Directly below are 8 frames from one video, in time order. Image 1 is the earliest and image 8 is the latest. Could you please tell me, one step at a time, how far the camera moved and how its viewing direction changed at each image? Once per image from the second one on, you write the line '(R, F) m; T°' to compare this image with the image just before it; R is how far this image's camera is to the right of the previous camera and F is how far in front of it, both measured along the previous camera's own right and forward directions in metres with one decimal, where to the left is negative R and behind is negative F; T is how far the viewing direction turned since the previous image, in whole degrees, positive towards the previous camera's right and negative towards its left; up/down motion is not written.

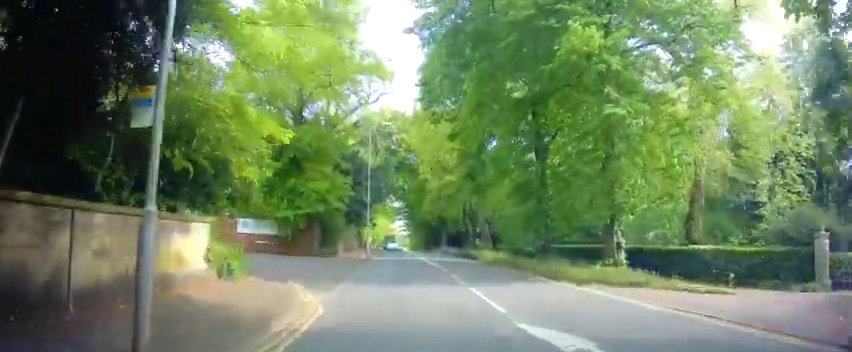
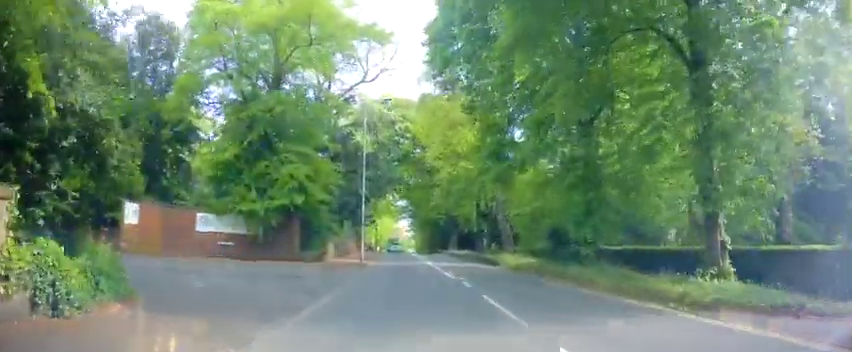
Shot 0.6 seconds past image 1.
(0.0, +6.9) m; 0°
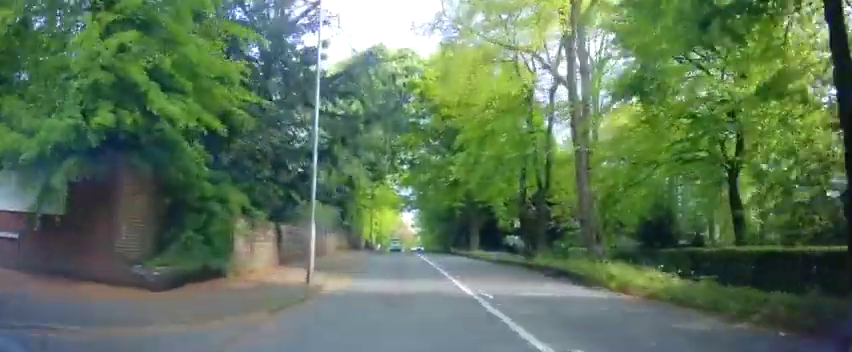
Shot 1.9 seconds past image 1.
(-0.2, +15.4) m; -2°
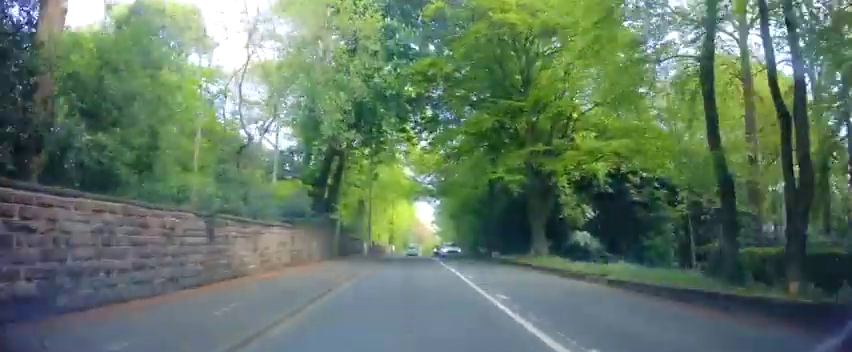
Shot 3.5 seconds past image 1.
(-0.4, +18.1) m; -2°
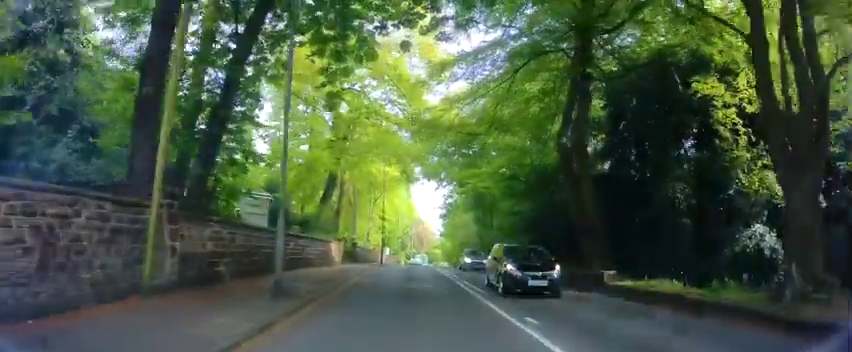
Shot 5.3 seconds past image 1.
(0.0, +20.9) m; +1°
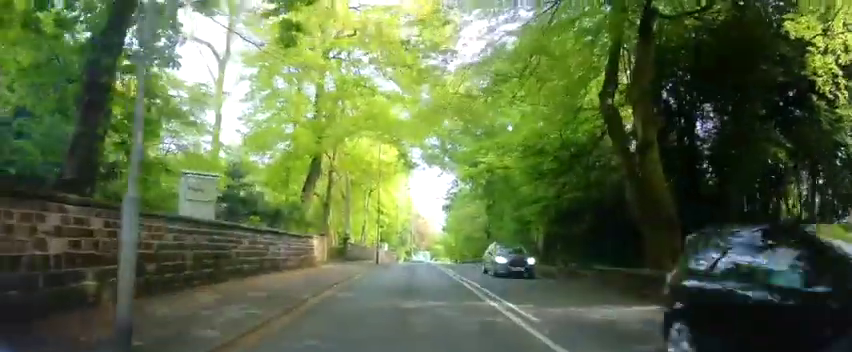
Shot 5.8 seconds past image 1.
(+0.1, +5.6) m; 0°
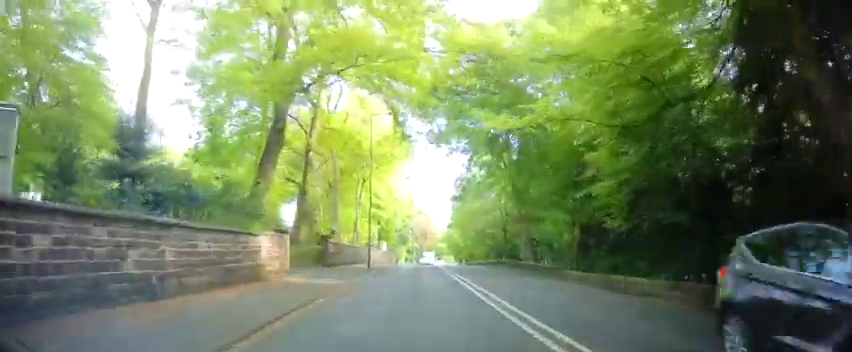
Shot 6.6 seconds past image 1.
(+0.1, +8.9) m; -1°
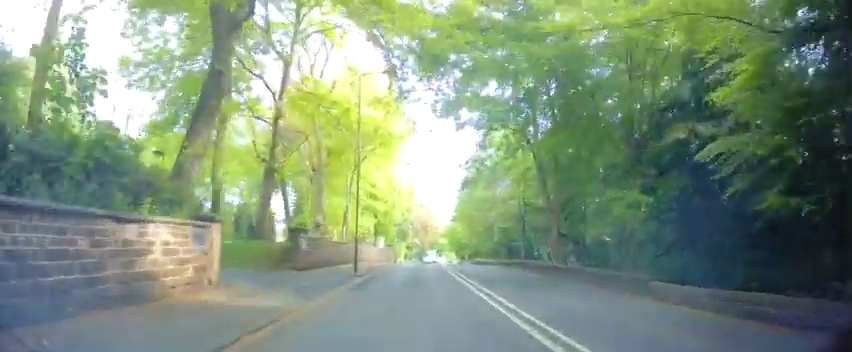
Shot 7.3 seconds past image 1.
(-0.2, +7.1) m; -2°
